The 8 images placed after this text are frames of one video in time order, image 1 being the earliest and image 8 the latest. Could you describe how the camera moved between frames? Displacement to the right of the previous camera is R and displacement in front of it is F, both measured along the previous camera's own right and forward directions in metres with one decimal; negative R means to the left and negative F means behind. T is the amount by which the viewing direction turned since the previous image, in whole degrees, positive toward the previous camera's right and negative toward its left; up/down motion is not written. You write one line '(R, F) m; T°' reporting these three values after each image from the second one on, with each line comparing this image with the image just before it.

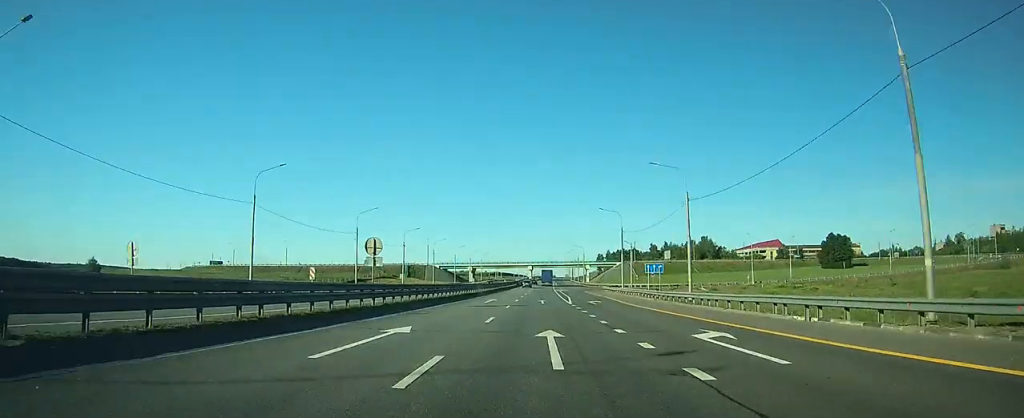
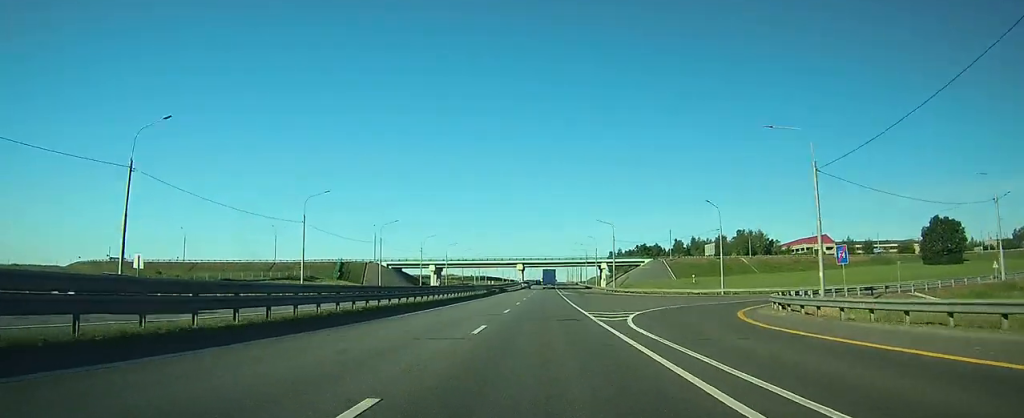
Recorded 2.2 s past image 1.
(+0.1, +75.3) m; 0°
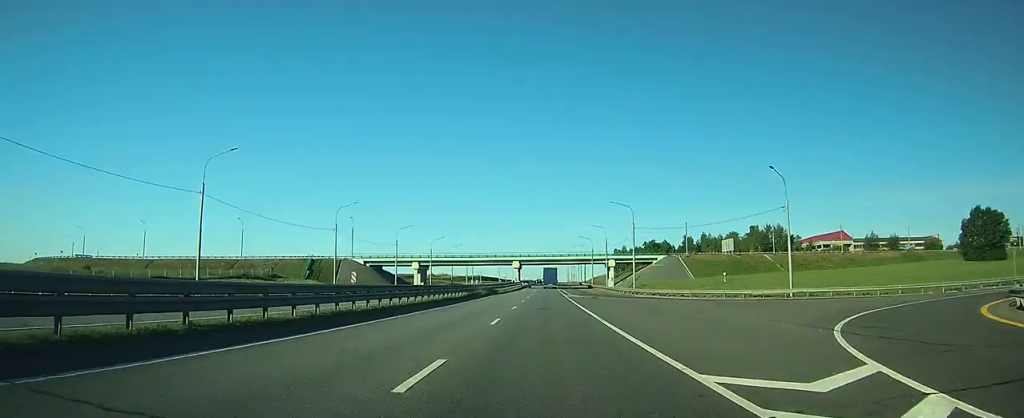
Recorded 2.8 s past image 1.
(0.0, +20.5) m; 0°
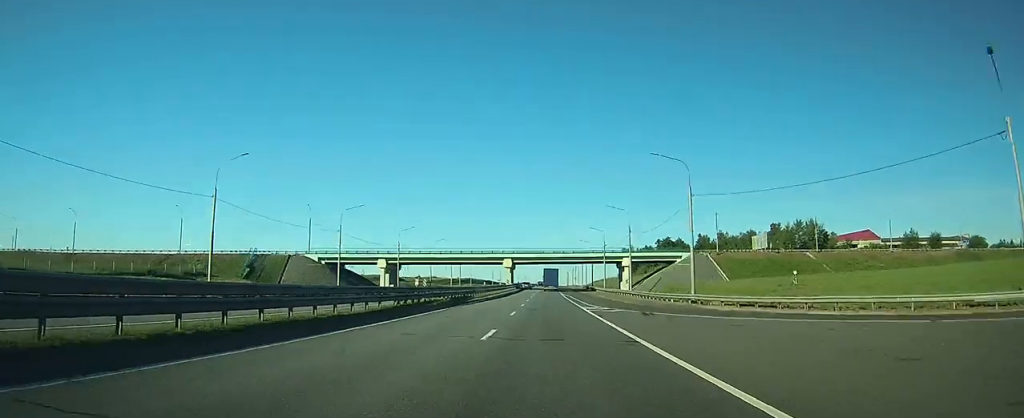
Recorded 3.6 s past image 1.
(0.0, +28.5) m; 0°
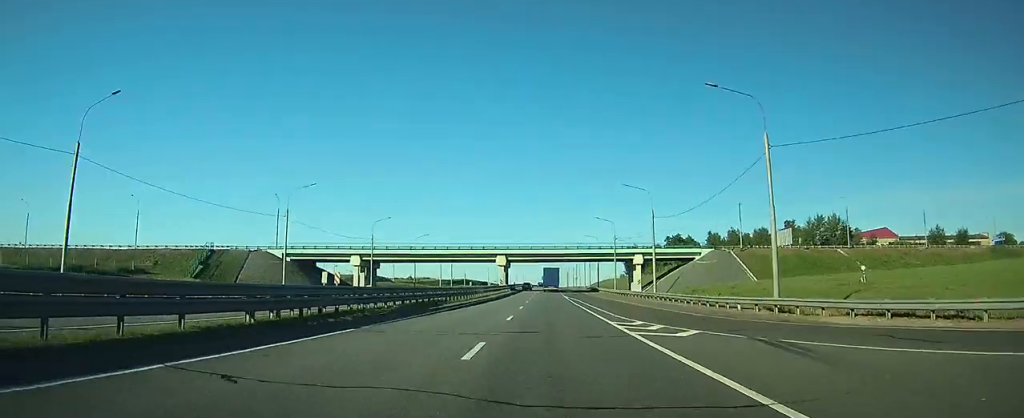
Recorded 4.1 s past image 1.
(0.0, +16.0) m; 0°
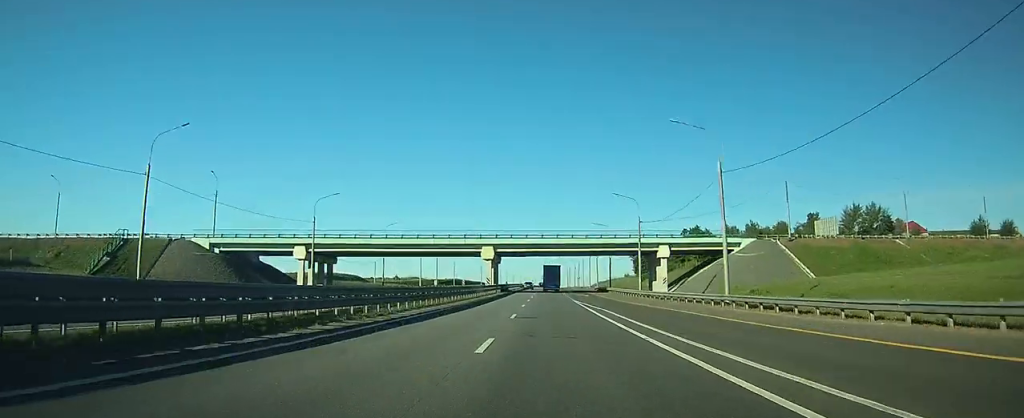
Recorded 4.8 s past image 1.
(0.0, +22.8) m; 0°
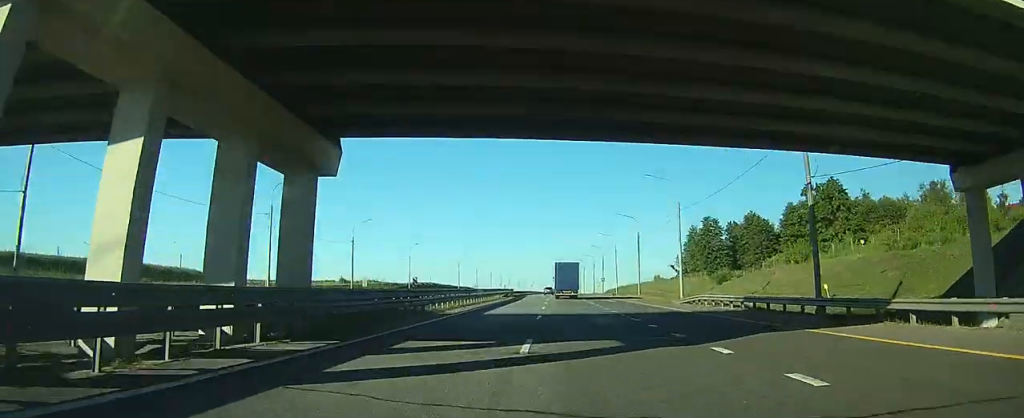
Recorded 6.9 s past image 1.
(+0.4, +71.5) m; 0°
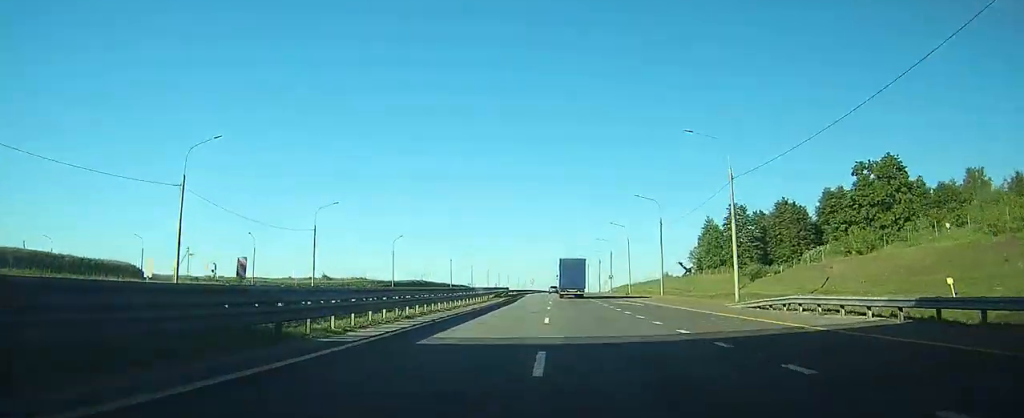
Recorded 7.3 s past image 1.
(0.0, +14.7) m; 0°
